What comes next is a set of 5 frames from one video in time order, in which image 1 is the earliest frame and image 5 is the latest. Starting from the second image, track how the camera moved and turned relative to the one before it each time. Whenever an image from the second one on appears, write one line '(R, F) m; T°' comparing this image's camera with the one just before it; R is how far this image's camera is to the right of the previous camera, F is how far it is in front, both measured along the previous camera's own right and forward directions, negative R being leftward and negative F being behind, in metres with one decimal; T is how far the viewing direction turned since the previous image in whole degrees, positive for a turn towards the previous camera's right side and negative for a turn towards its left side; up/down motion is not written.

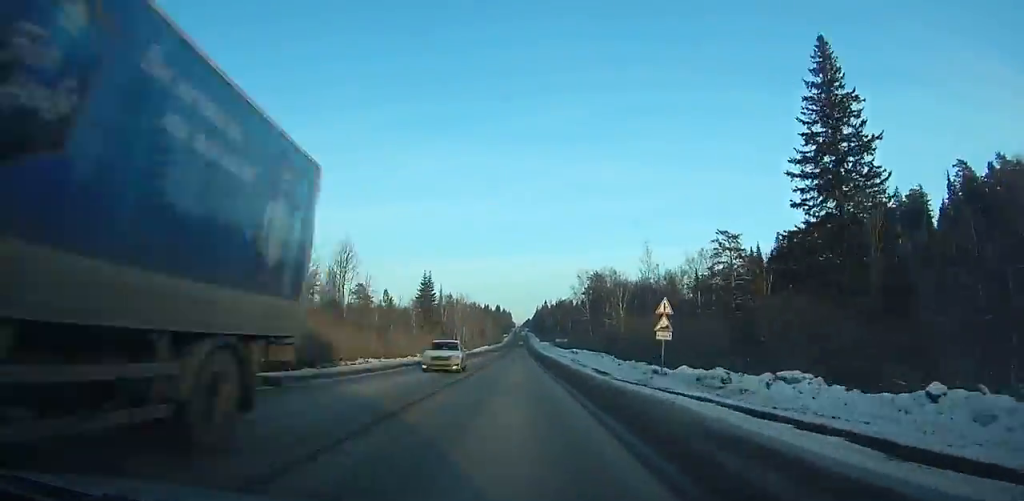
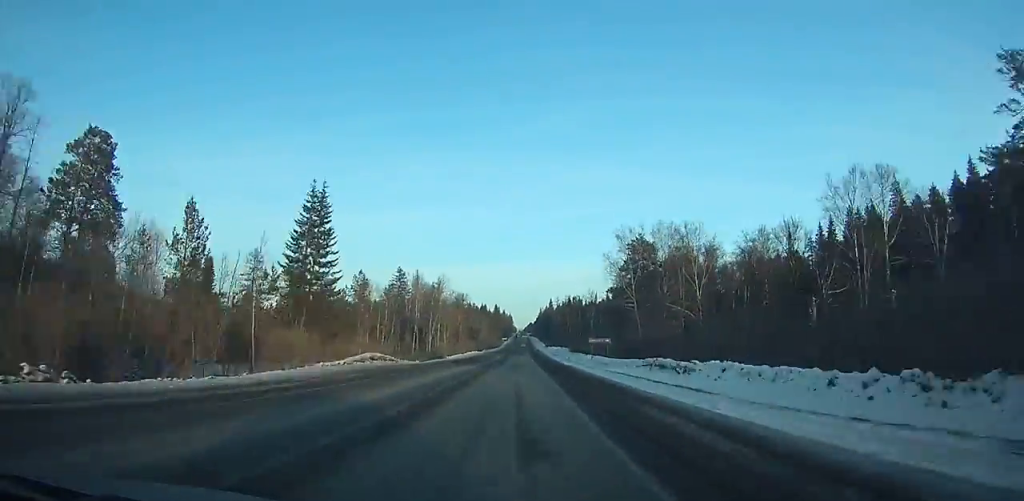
(0.0, +57.5) m; 0°
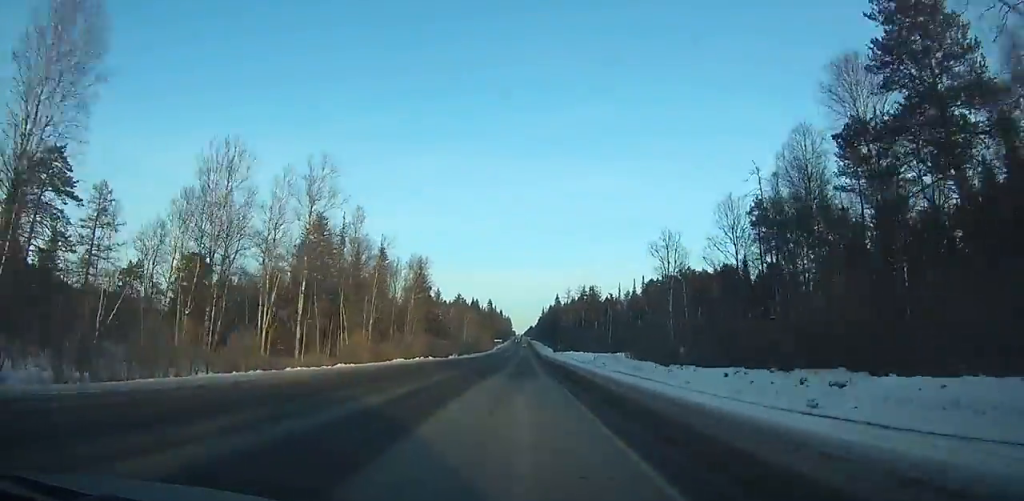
(+0.1, +76.7) m; 0°
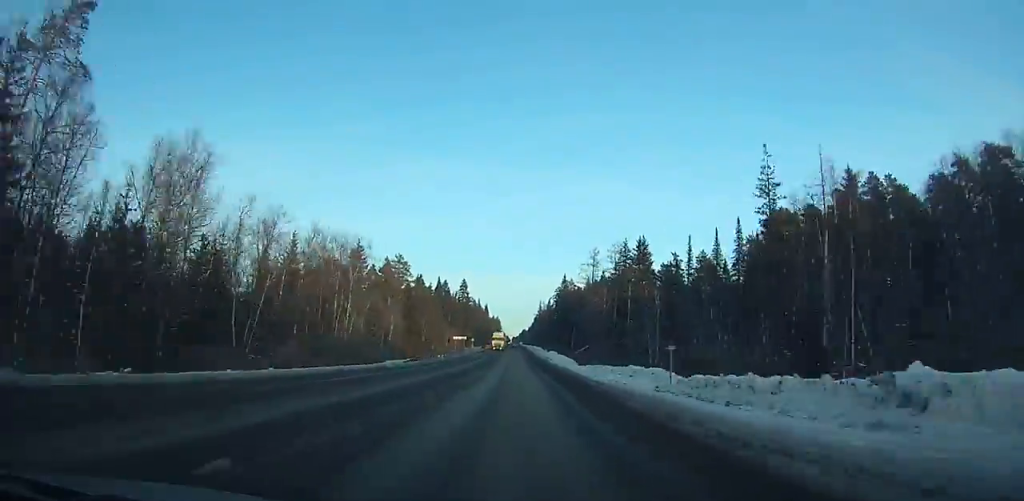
(+0.3, +112.1) m; 0°
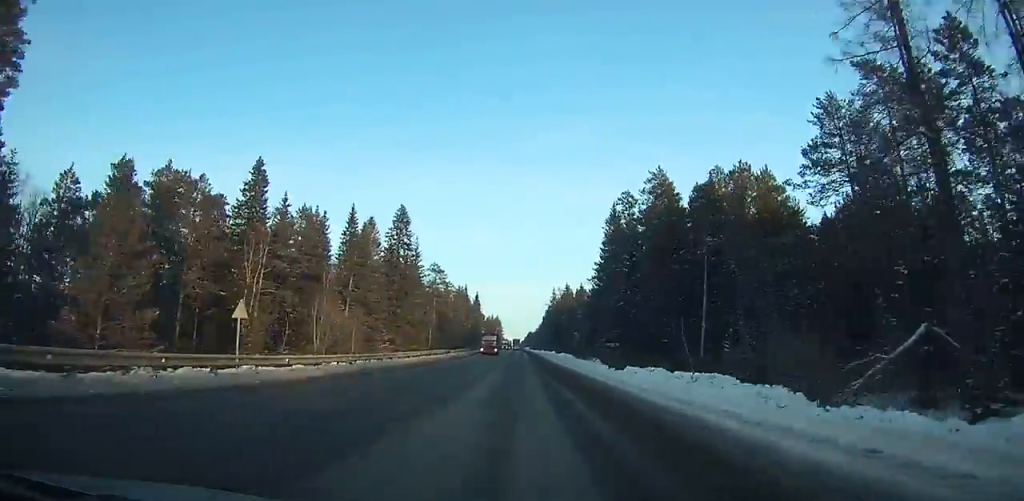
(-0.2, +118.8) m; 0°
